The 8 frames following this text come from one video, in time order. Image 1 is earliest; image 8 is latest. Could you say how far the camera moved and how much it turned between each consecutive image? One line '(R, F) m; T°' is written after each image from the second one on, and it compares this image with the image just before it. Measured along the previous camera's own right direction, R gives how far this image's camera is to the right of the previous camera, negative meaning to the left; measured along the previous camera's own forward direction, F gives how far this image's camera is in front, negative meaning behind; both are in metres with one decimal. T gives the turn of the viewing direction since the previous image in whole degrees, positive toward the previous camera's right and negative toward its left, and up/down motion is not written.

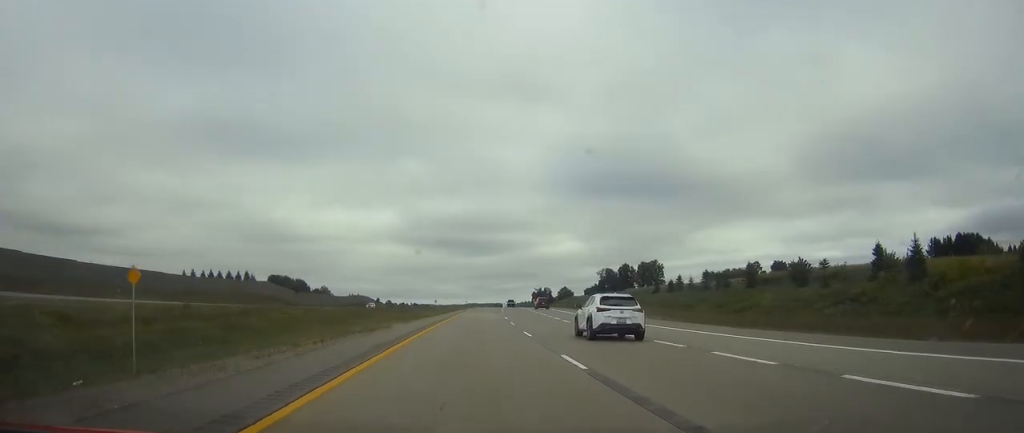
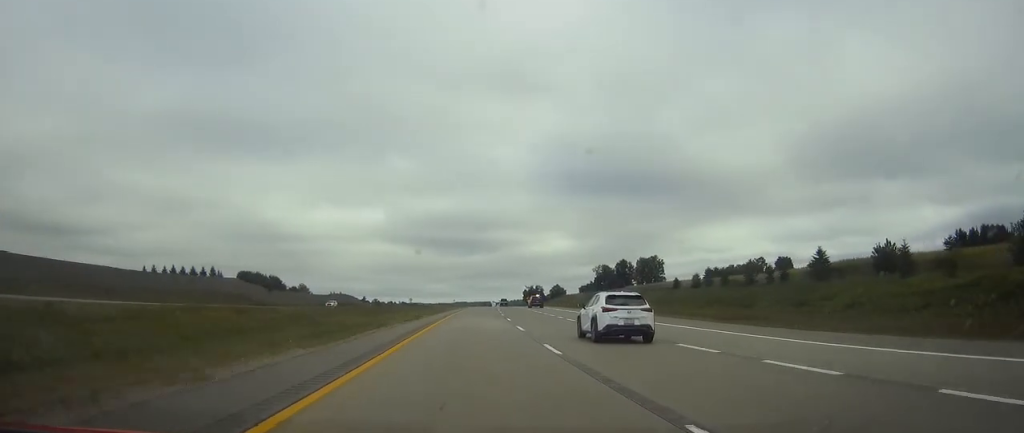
(+0.1, +21.0) m; +1°
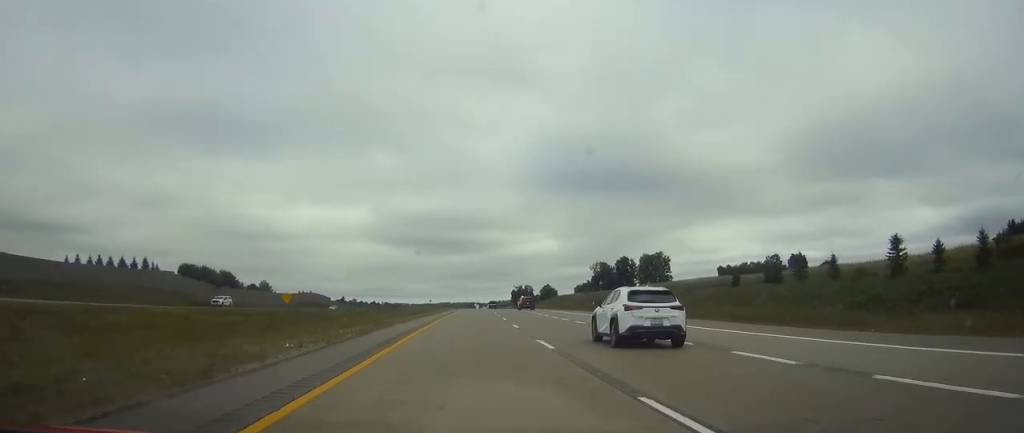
(+0.4, +35.0) m; +1°
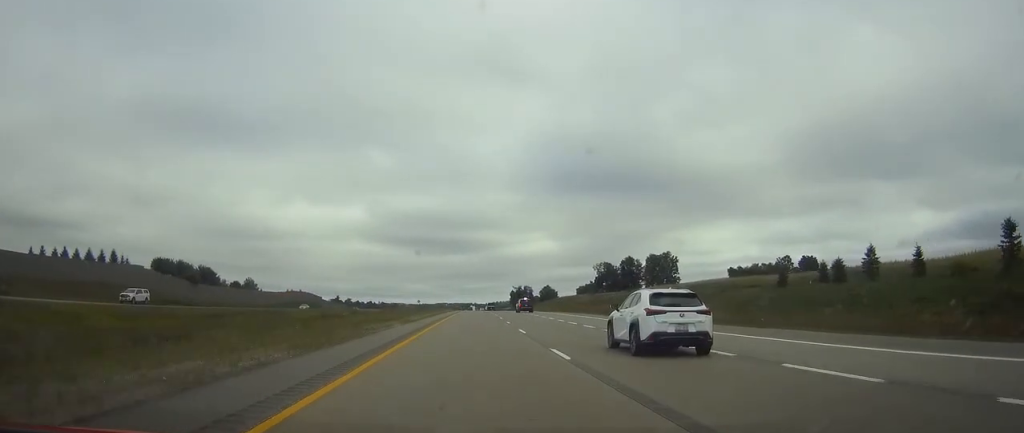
(+0.1, +15.0) m; 0°
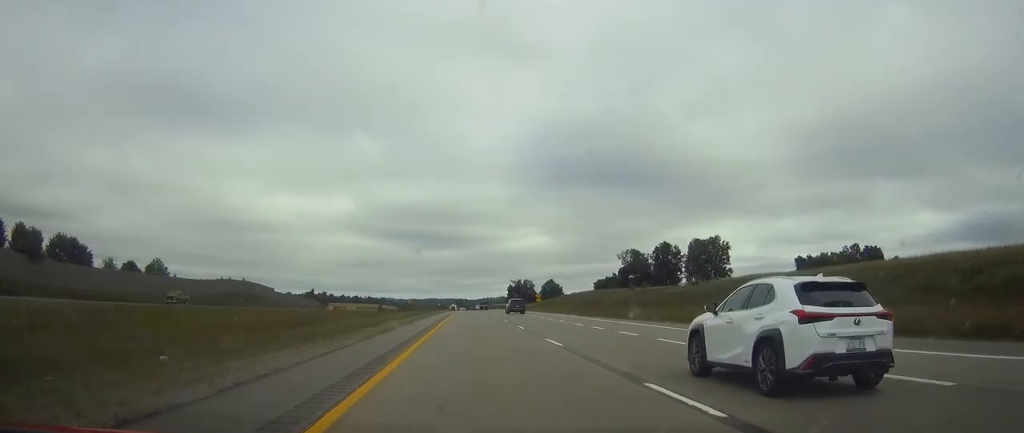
(+0.7, +68.2) m; +1°
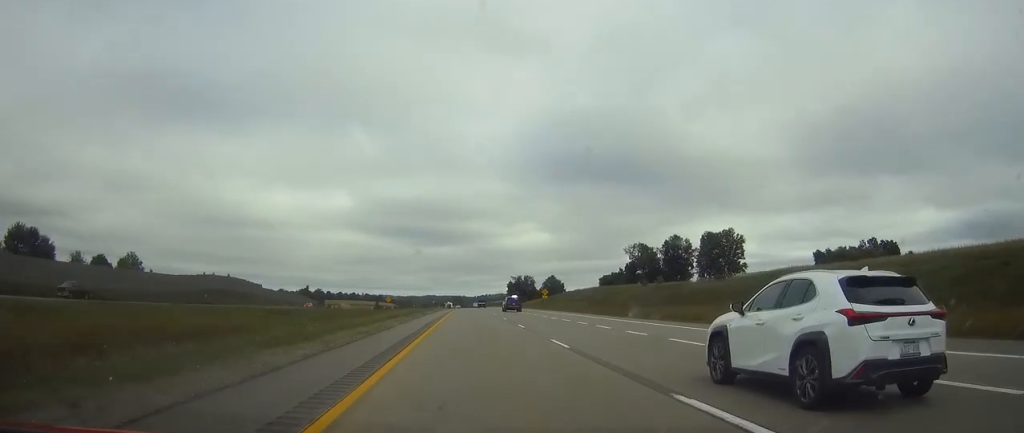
(-0.1, +13.7) m; 0°
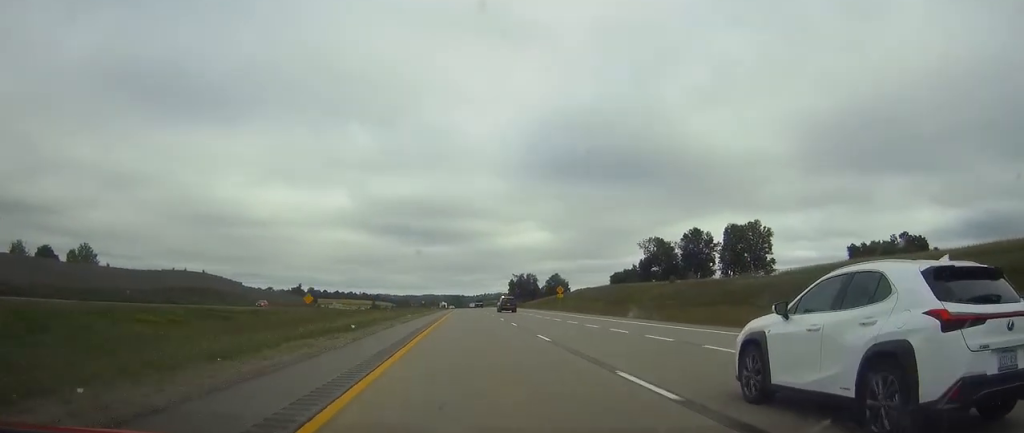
(0.0, +21.5) m; 0°
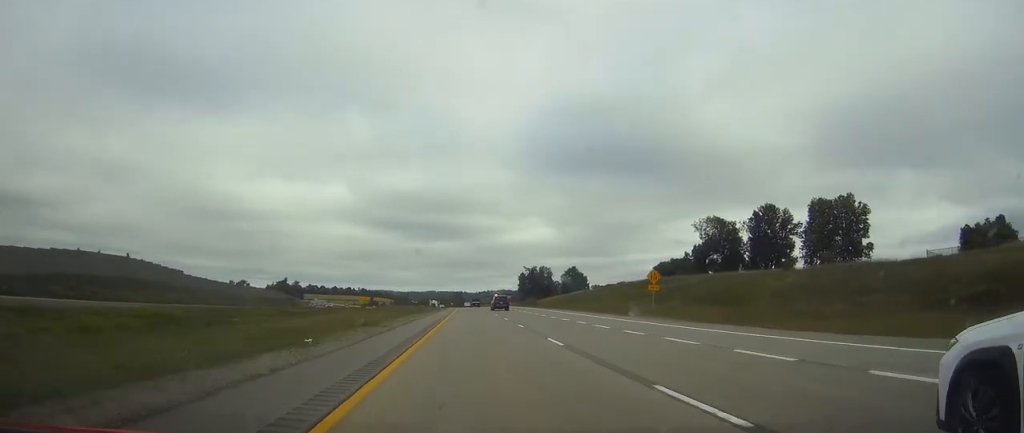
(0.0, +50.7) m; 0°
